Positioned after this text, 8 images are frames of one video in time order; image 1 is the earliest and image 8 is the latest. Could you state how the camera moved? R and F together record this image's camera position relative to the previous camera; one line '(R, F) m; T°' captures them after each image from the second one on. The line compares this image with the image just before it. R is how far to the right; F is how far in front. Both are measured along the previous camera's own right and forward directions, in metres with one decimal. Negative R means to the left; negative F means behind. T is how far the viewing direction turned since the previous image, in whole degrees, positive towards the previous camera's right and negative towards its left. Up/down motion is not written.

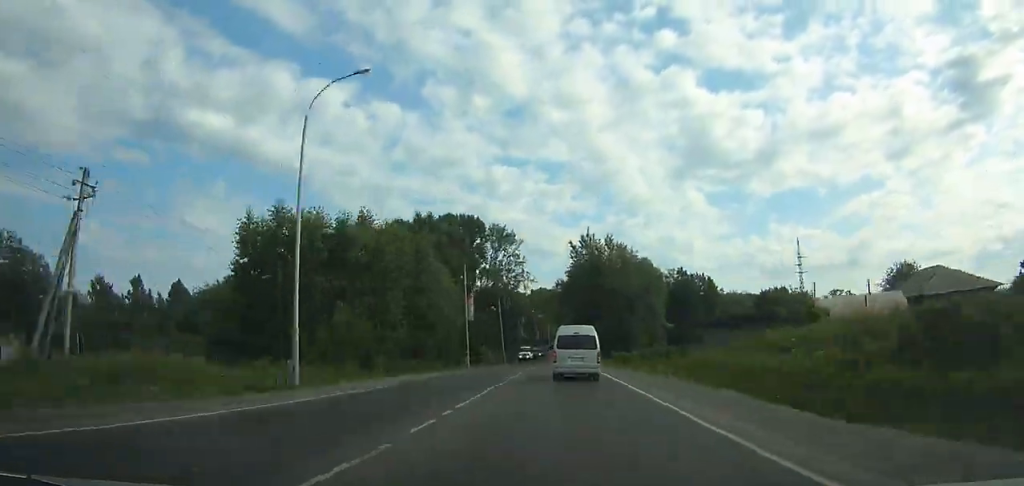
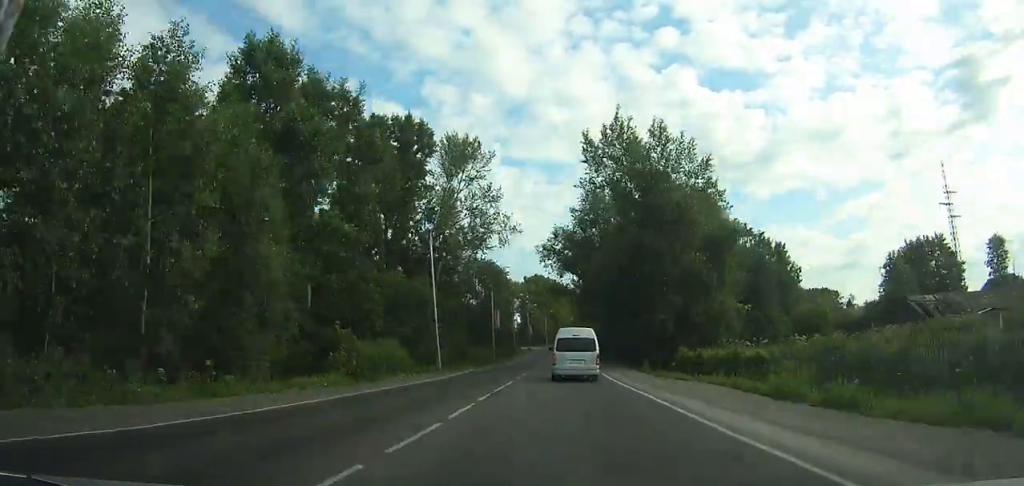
(+0.7, +46.7) m; +2°
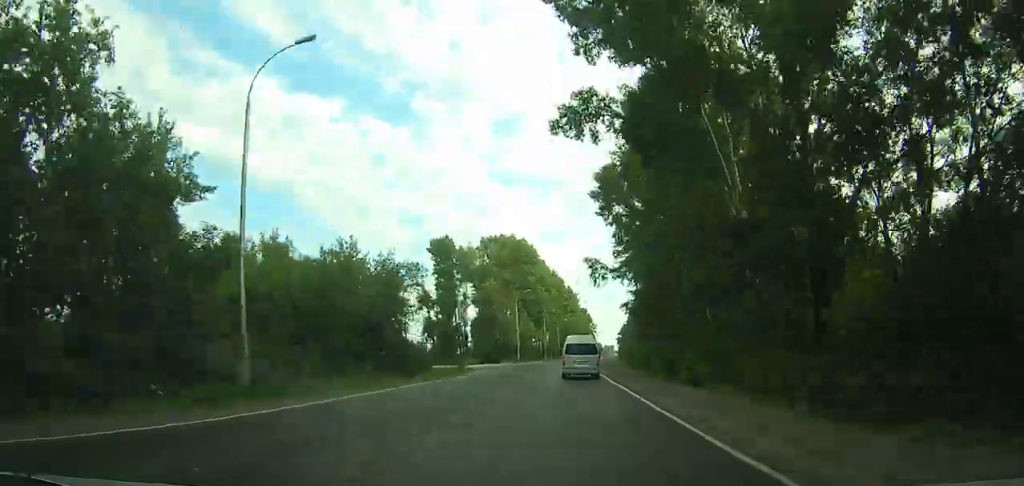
(-3.6, +100.3) m; +3°
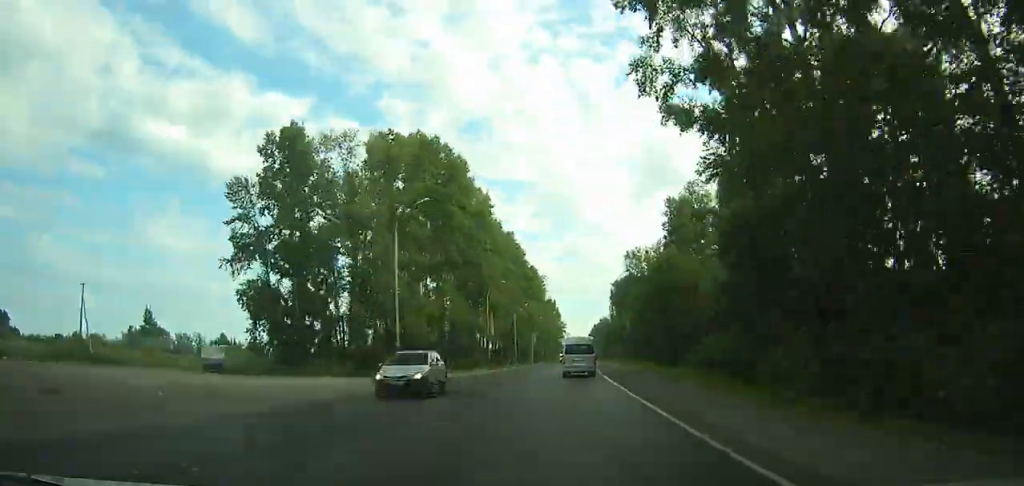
(+8.6, +62.2) m; +12°
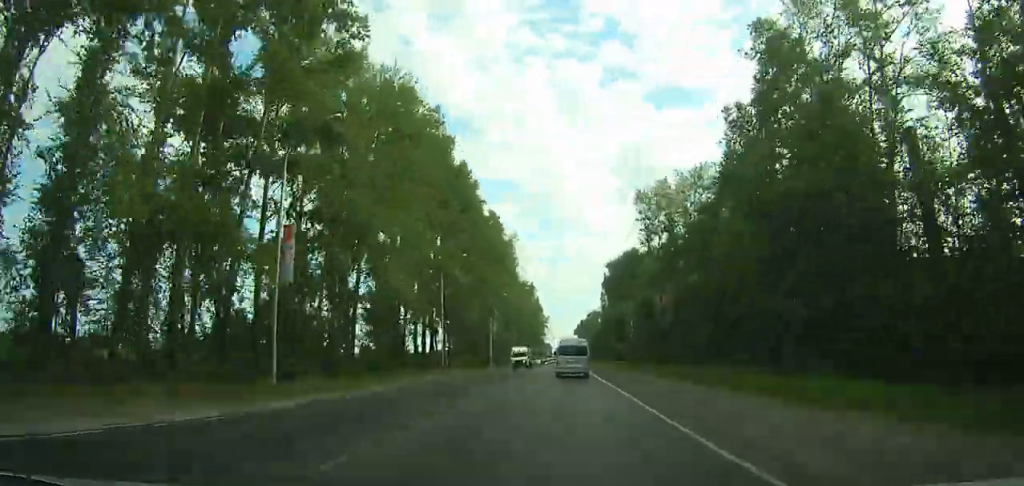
(+1.4, +61.9) m; +1°
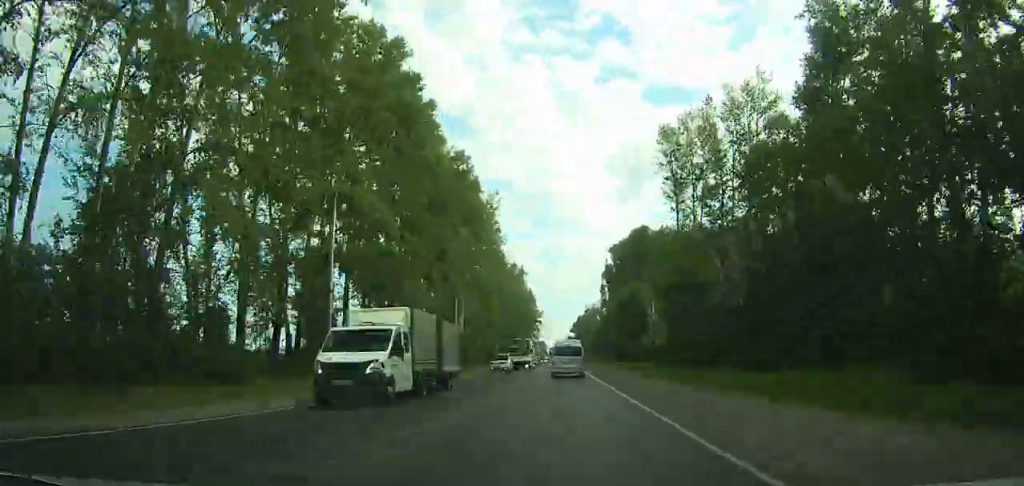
(0.0, +29.9) m; 0°
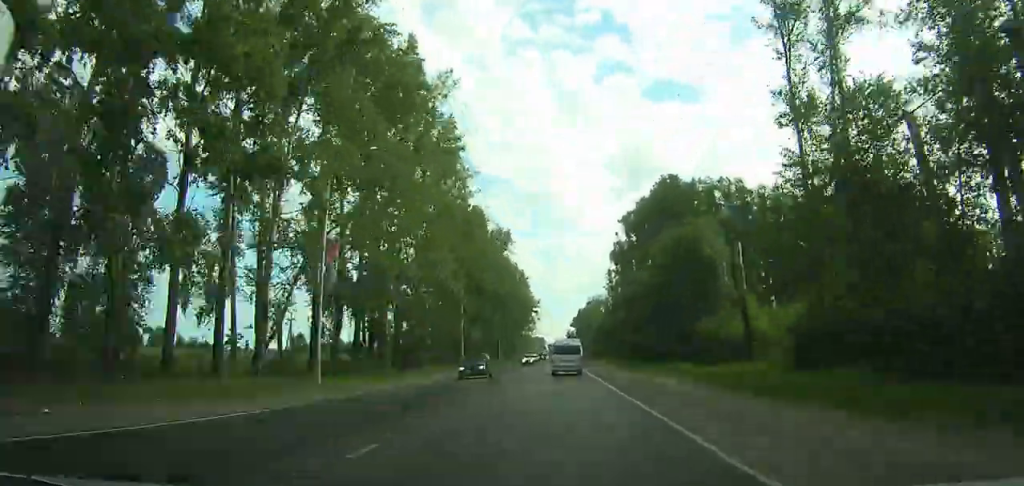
(0.0, +37.9) m; -1°
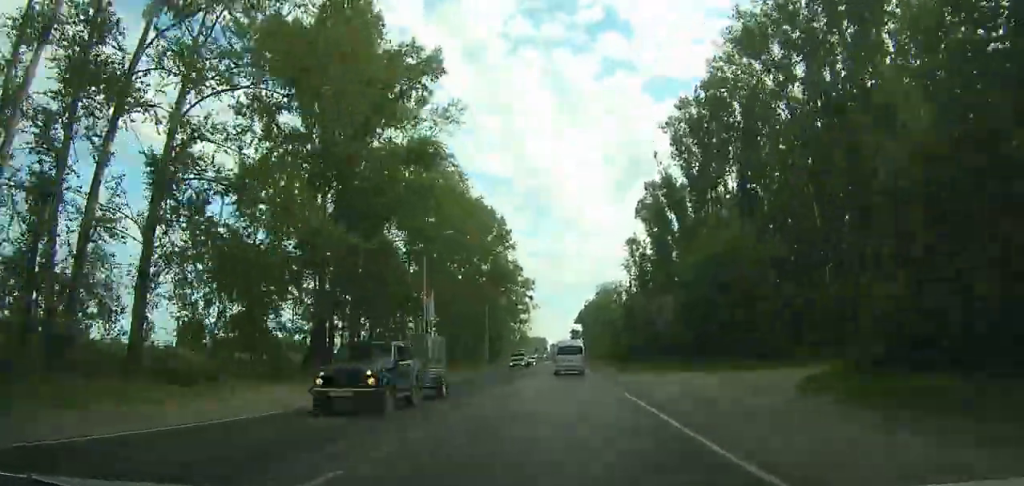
(-2.7, +62.7) m; -14°
